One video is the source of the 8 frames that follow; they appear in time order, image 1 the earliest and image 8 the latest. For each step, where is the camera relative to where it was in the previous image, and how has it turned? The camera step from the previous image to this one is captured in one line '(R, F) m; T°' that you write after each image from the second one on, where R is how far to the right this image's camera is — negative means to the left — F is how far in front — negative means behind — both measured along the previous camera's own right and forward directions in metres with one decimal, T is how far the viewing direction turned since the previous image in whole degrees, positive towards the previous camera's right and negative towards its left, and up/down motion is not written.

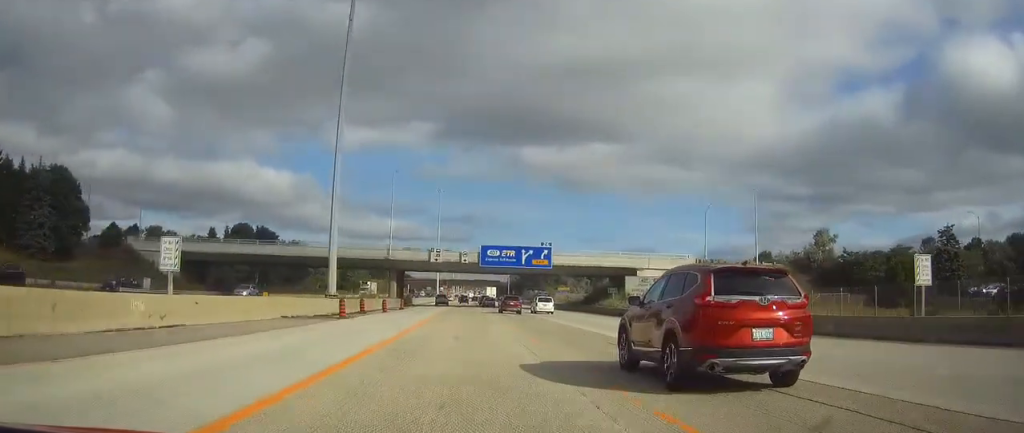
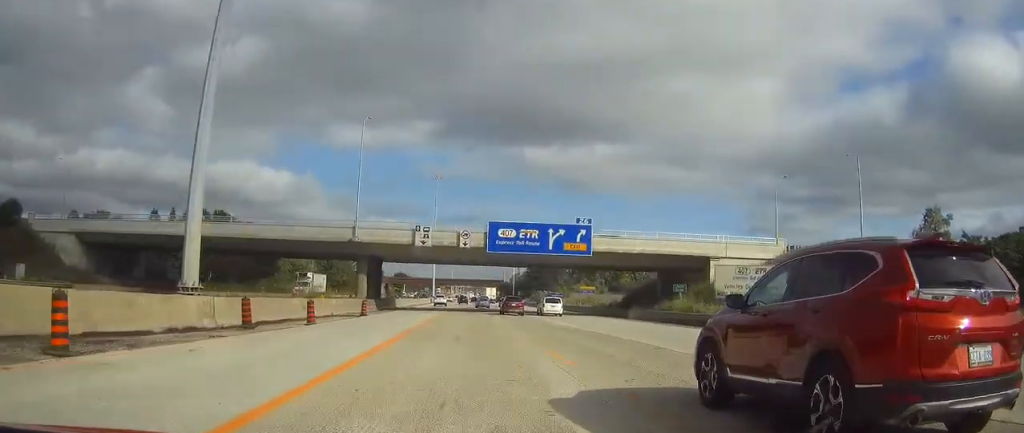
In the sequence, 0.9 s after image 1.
(-0.1, +27.9) m; 0°
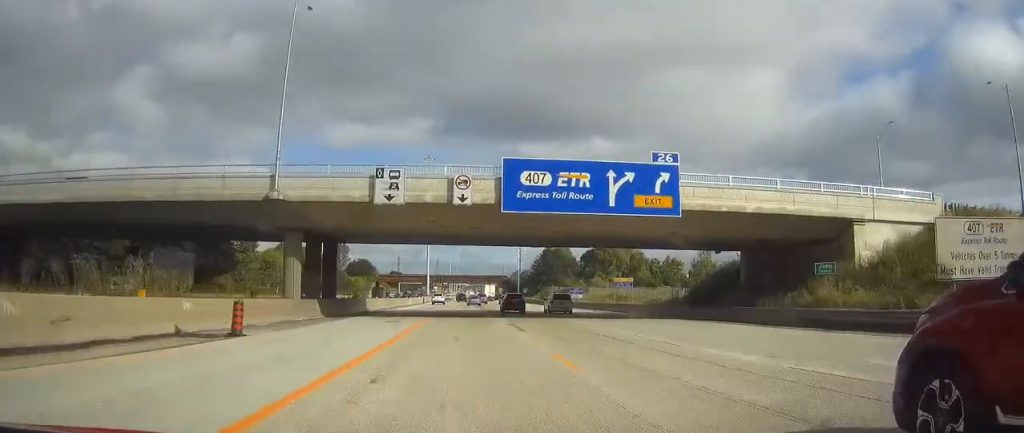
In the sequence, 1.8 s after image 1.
(0.0, +26.0) m; 0°
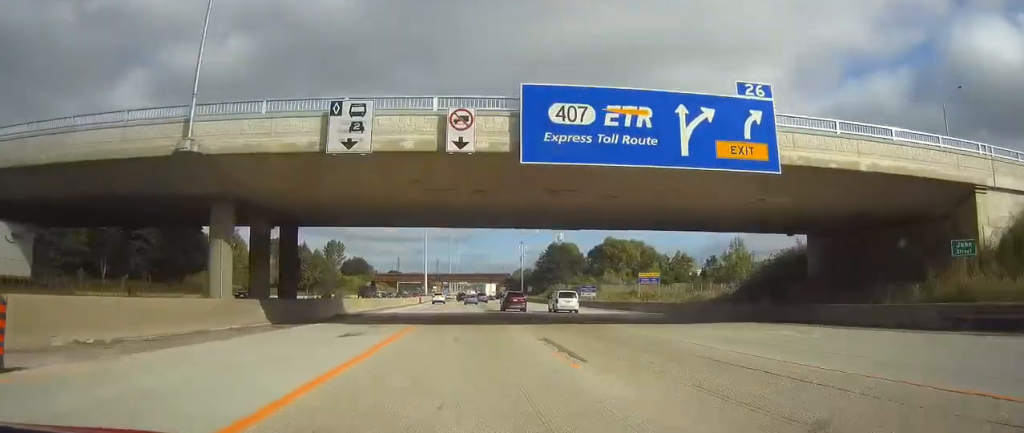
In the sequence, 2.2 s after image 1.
(+0.1, +12.0) m; 0°
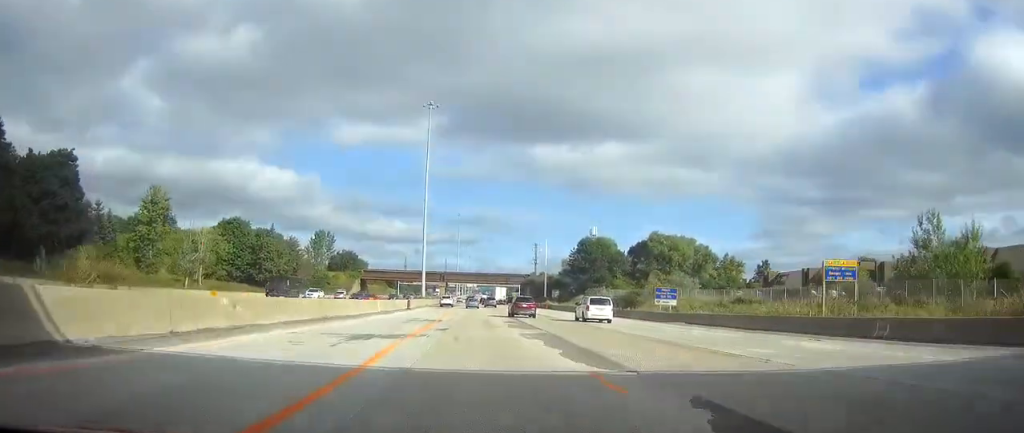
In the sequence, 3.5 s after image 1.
(-0.3, +39.1) m; -1°
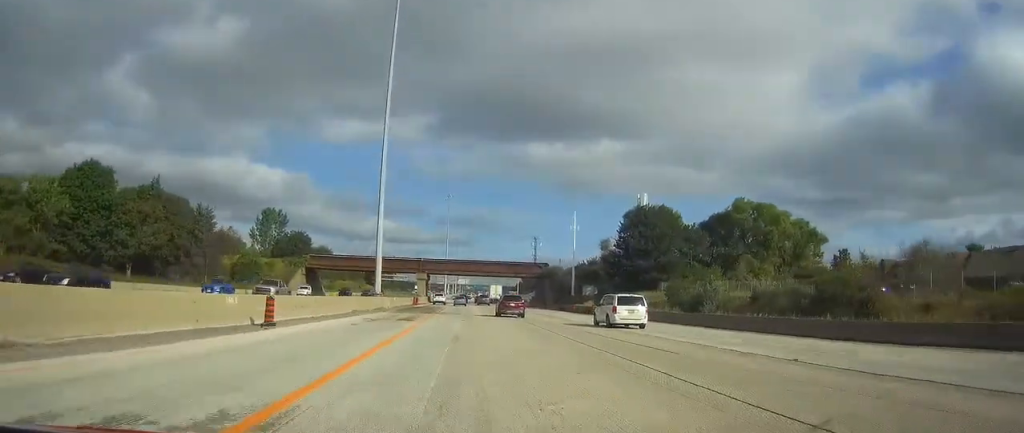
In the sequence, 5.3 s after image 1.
(+0.2, +54.2) m; +1°
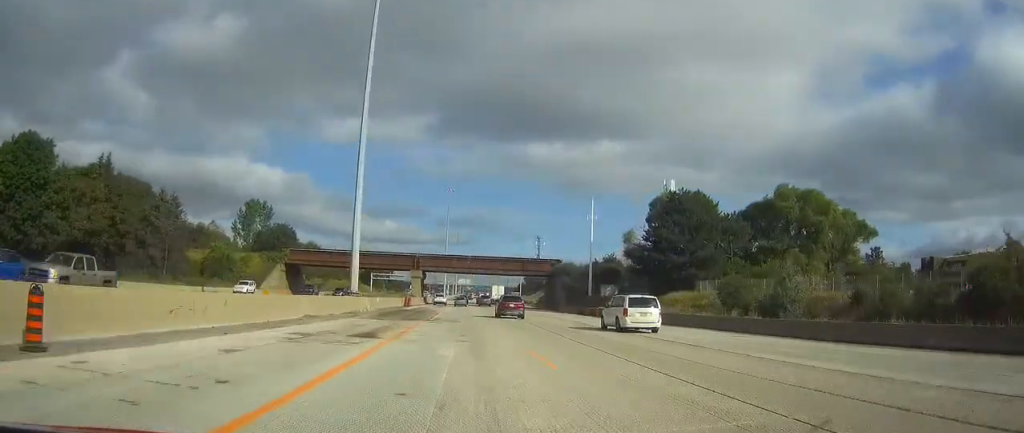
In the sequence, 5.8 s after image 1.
(0.0, +15.0) m; 0°
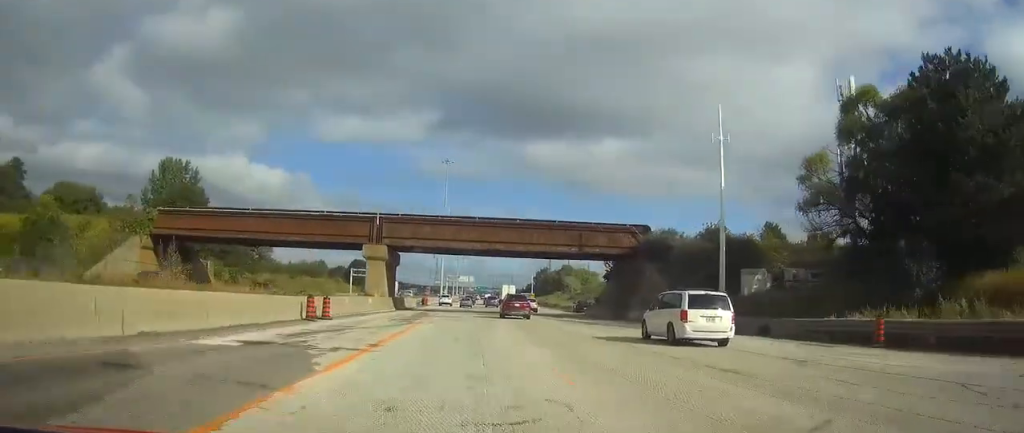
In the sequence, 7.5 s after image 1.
(0.0, +51.0) m; 0°
